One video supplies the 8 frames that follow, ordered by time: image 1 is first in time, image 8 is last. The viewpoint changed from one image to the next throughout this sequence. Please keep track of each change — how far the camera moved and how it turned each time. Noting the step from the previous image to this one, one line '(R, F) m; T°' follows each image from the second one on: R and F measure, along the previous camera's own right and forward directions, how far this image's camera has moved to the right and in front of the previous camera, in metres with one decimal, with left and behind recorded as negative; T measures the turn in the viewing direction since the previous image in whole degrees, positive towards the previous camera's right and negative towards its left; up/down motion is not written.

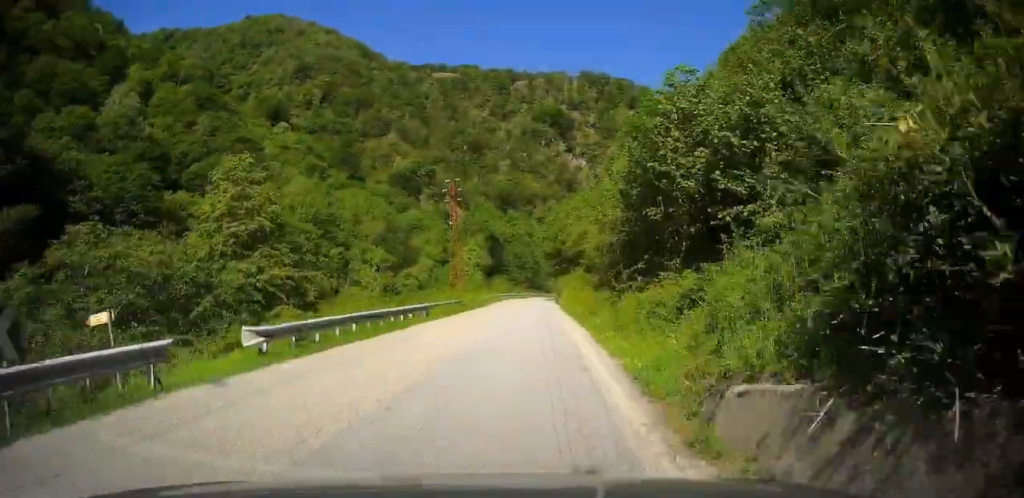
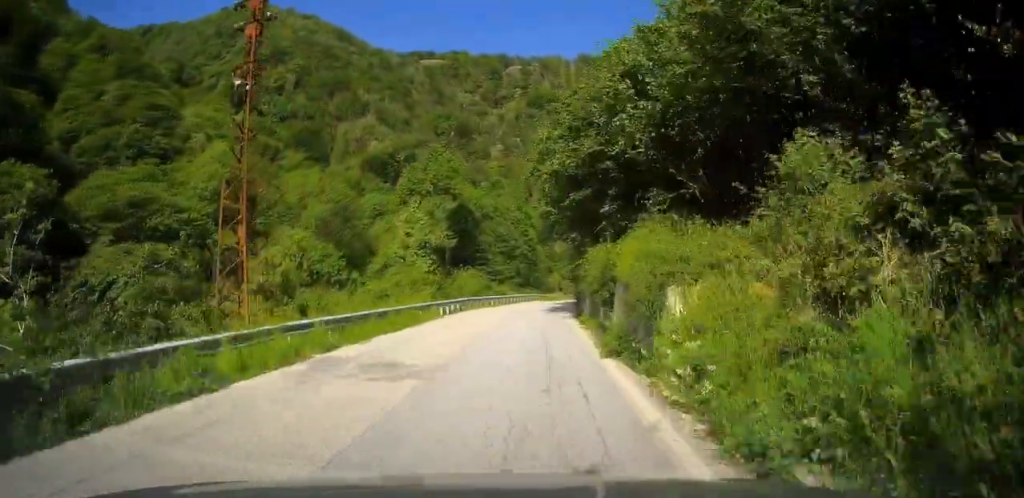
(-1.0, +40.4) m; -5°
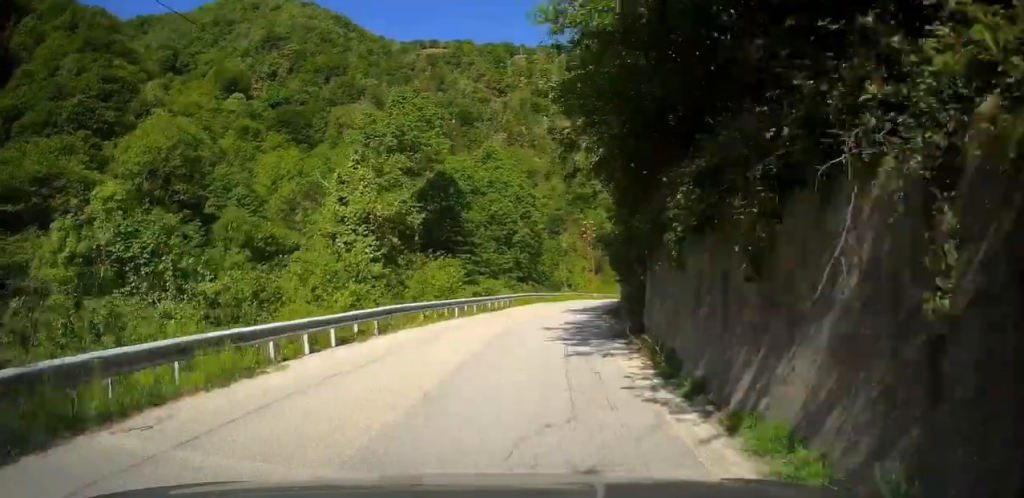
(-0.4, +18.3) m; -2°
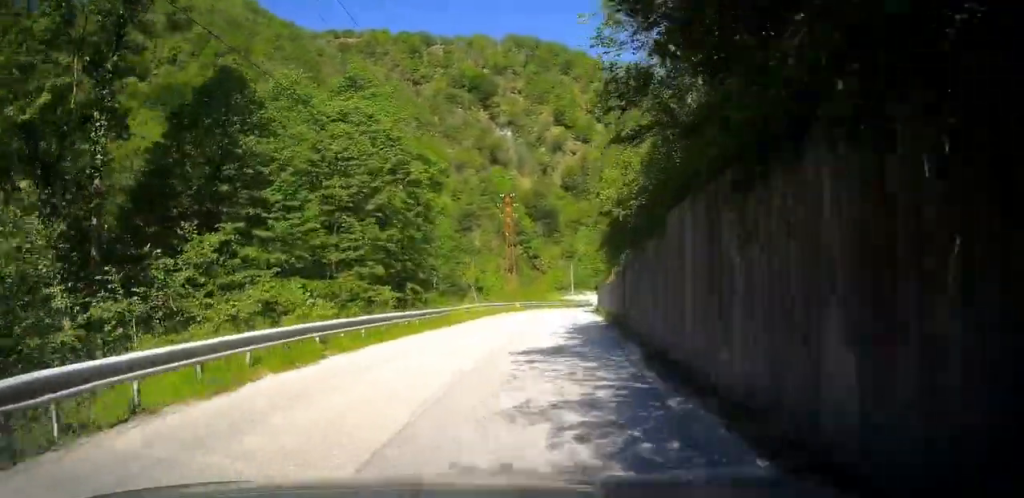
(-1.1, +29.1) m; +2°
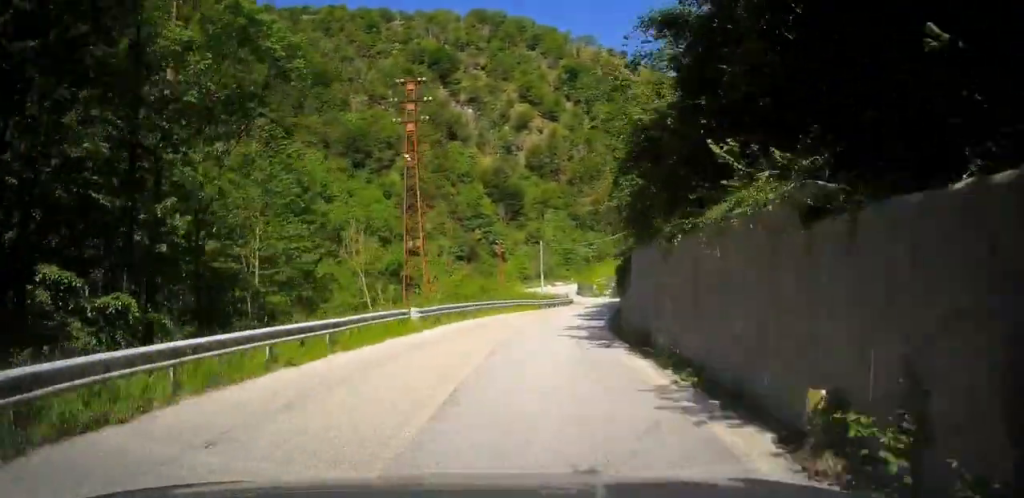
(+4.0, +29.7) m; +11°
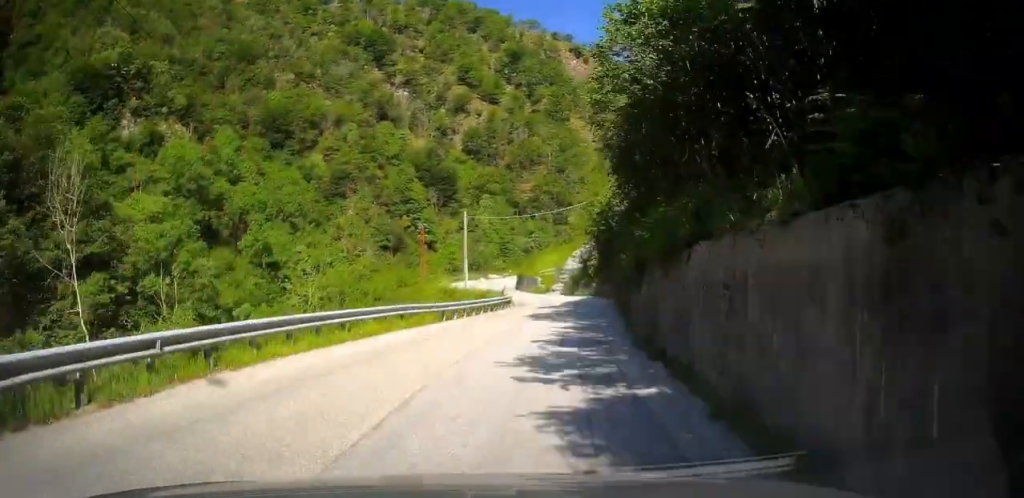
(+0.4, +20.2) m; 0°
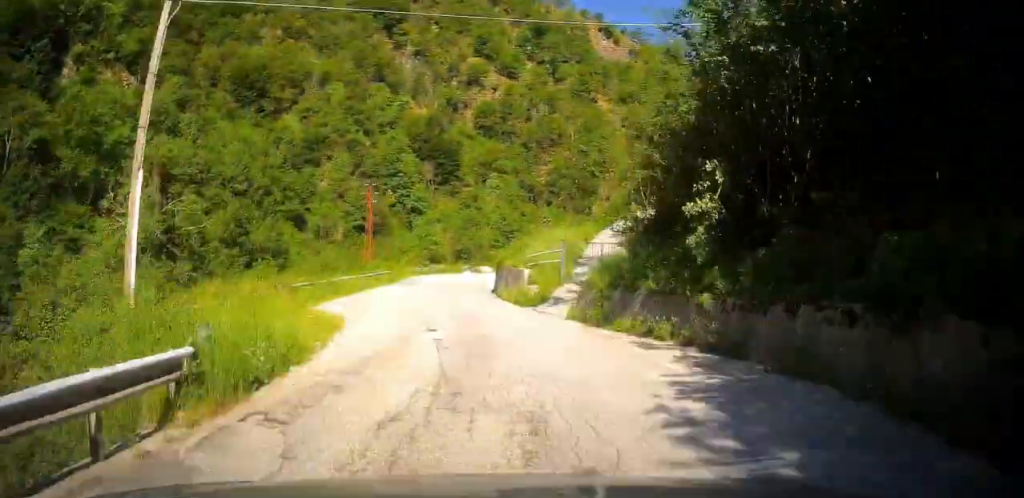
(-1.2, +36.9) m; 0°
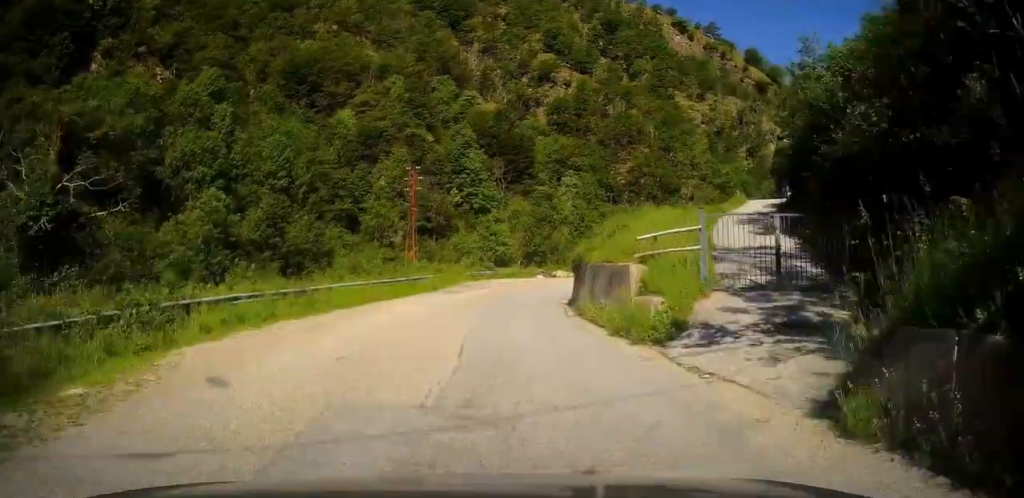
(+0.3, +15.1) m; +4°
